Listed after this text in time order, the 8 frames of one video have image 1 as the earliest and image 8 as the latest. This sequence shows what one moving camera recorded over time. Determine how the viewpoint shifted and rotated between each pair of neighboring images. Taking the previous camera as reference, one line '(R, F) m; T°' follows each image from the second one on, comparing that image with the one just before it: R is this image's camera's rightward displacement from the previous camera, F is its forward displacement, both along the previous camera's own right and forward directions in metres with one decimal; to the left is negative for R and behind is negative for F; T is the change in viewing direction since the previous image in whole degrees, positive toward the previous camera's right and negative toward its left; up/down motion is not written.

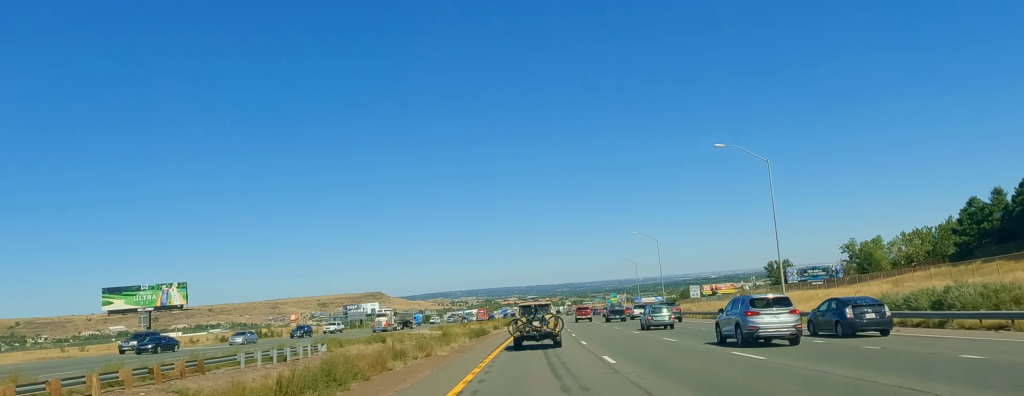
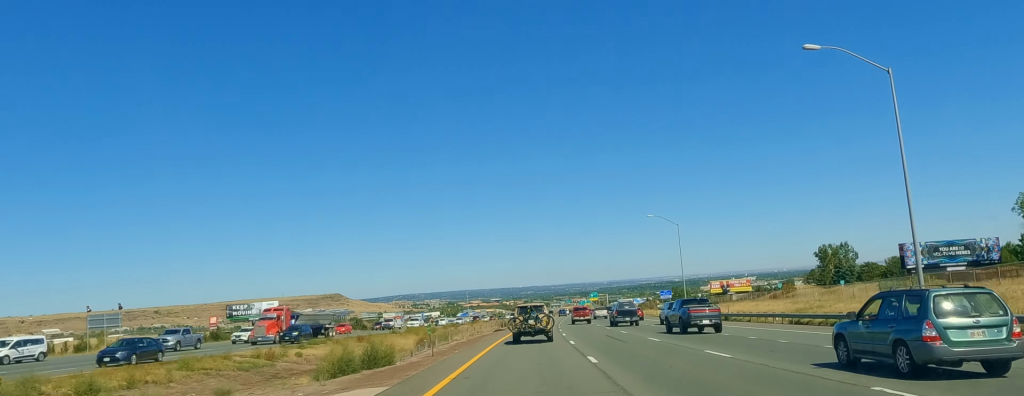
(+0.7, +83.5) m; +2°
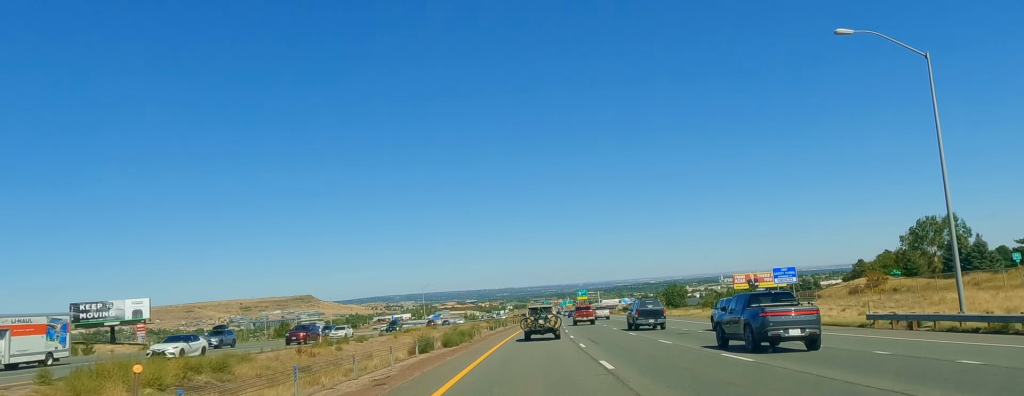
(+1.1, +63.1) m; +2°
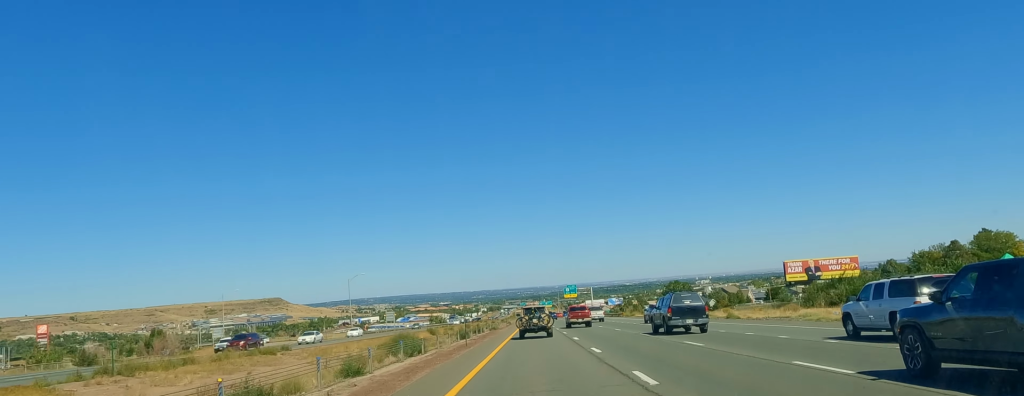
(+1.4, +65.1) m; +1°
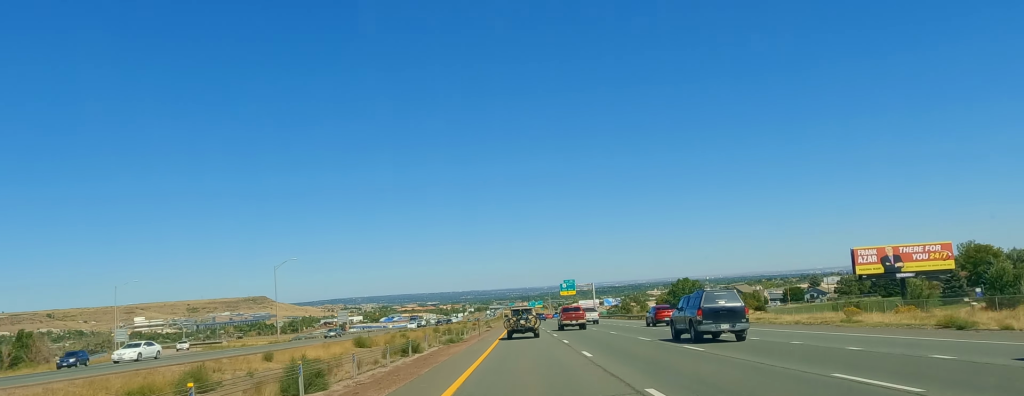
(+0.5, +38.9) m; 0°
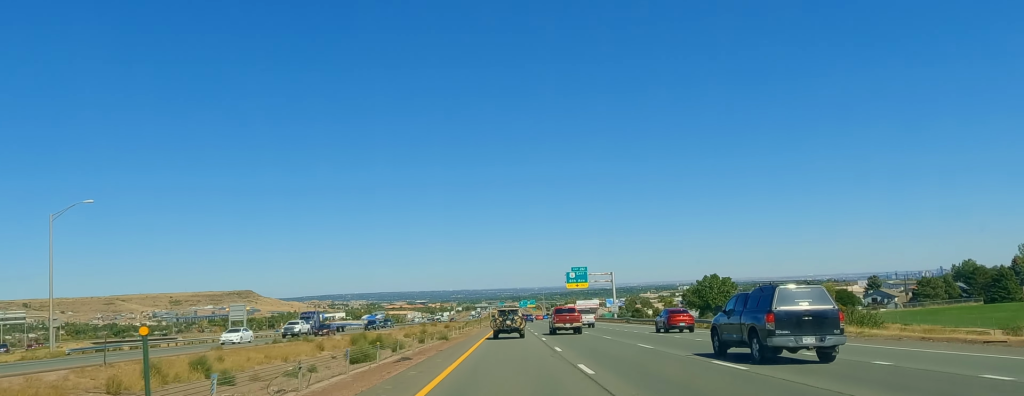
(-0.6, +52.7) m; 0°
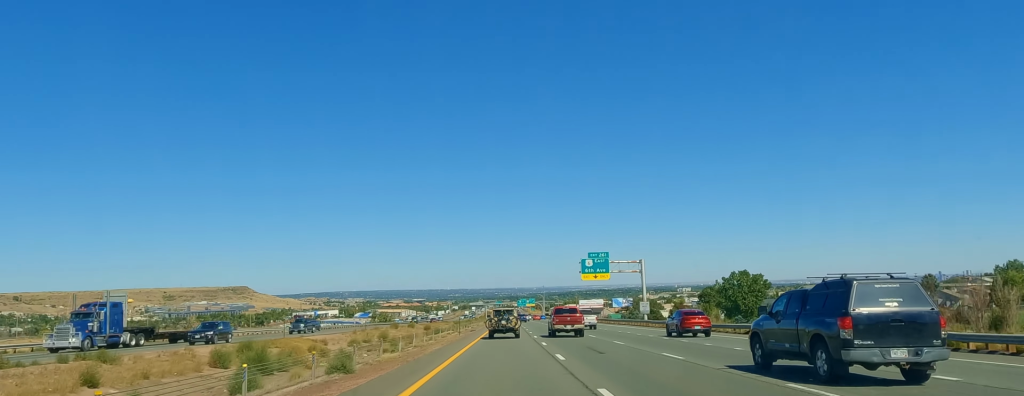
(0.0, +30.4) m; 0°
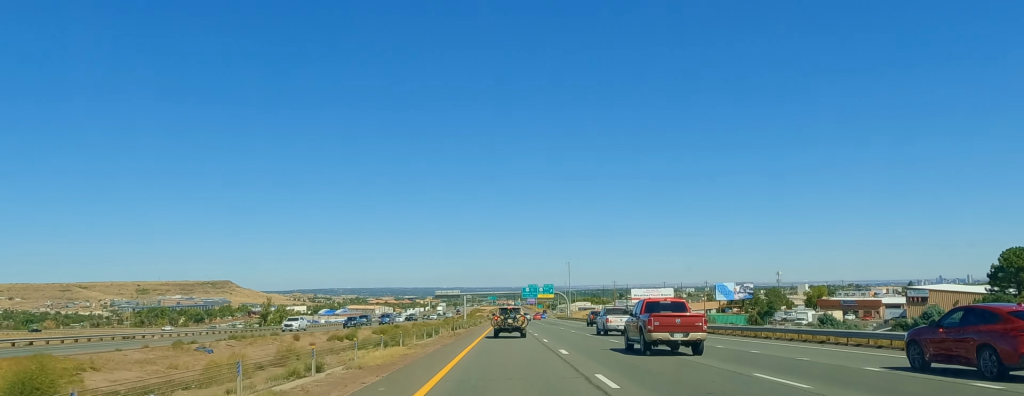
(0.0, +165.0) m; 0°
